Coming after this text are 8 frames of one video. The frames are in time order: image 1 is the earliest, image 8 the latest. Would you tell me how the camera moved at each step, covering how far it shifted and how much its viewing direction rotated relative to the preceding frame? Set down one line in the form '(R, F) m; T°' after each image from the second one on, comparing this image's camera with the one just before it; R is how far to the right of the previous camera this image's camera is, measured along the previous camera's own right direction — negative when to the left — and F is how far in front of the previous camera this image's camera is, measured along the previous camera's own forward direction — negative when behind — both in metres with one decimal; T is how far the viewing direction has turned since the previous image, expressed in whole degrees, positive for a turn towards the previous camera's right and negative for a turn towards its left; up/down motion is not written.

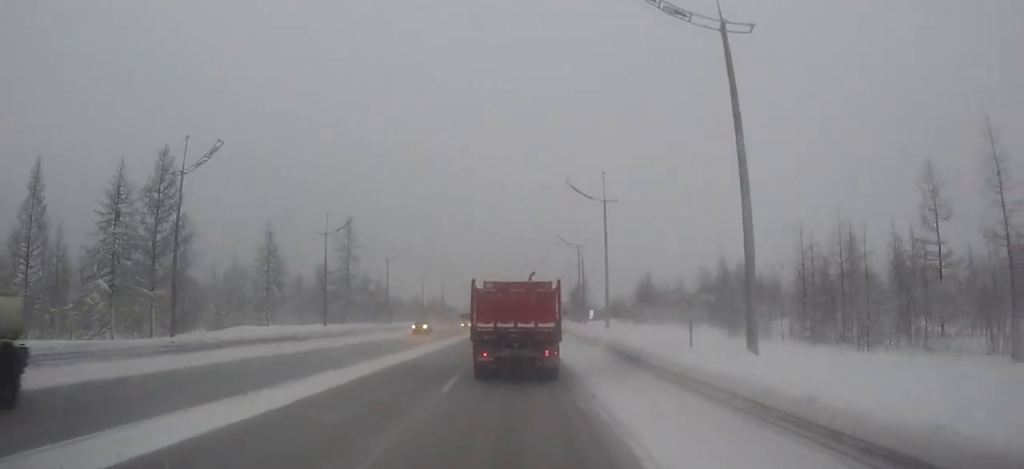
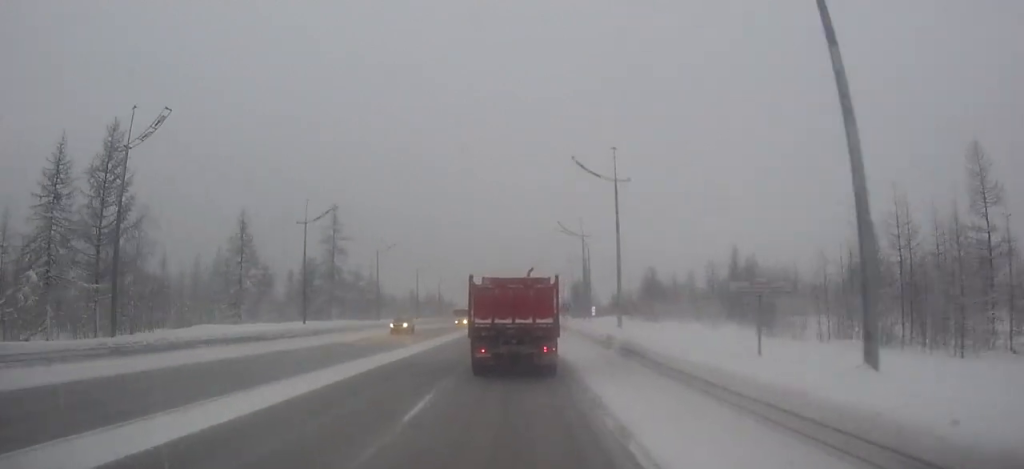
(0.0, +5.3) m; 0°
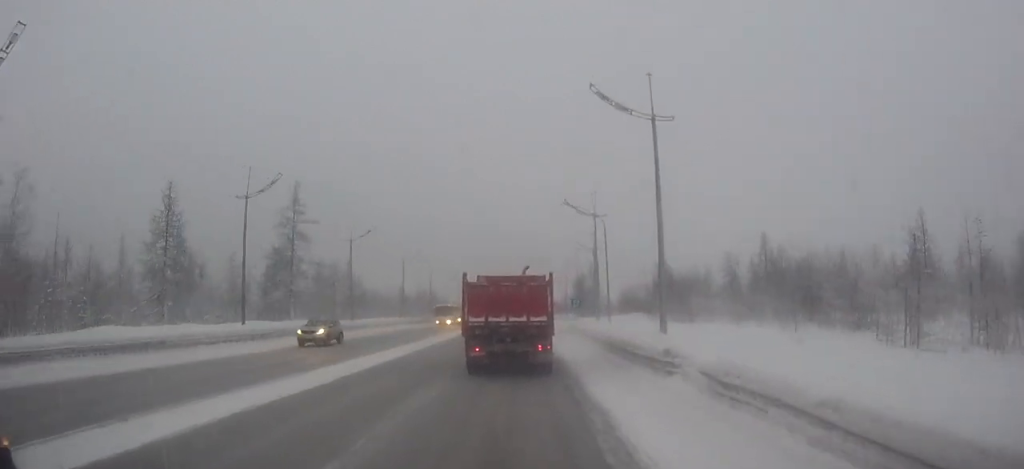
(0.0, +10.9) m; 0°
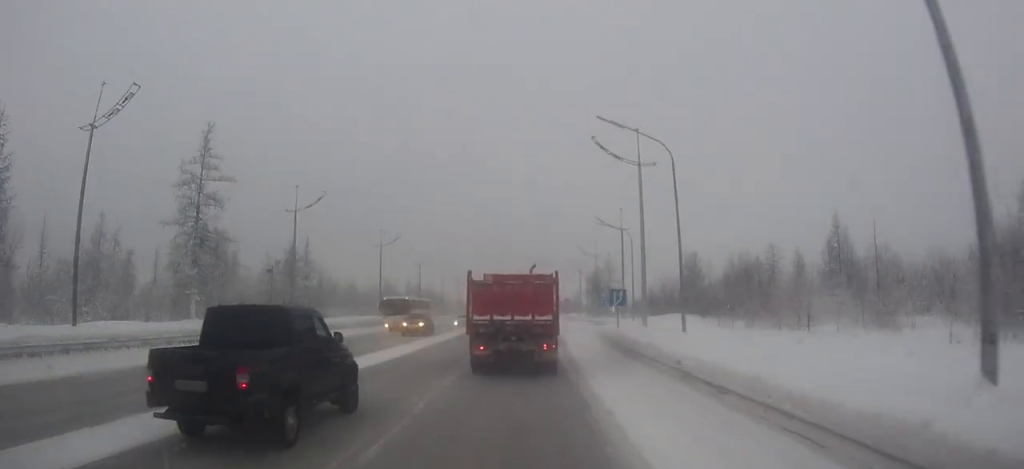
(-0.1, +17.0) m; 0°
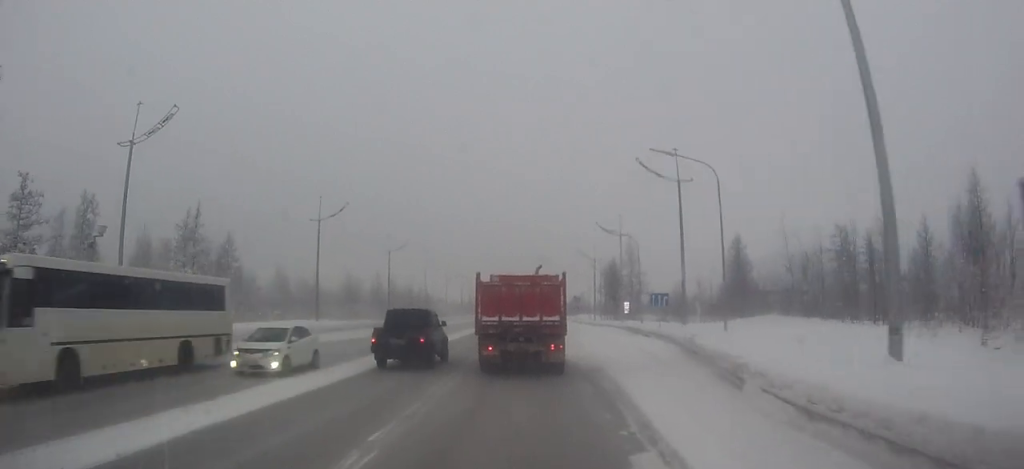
(0.0, +21.6) m; 0°
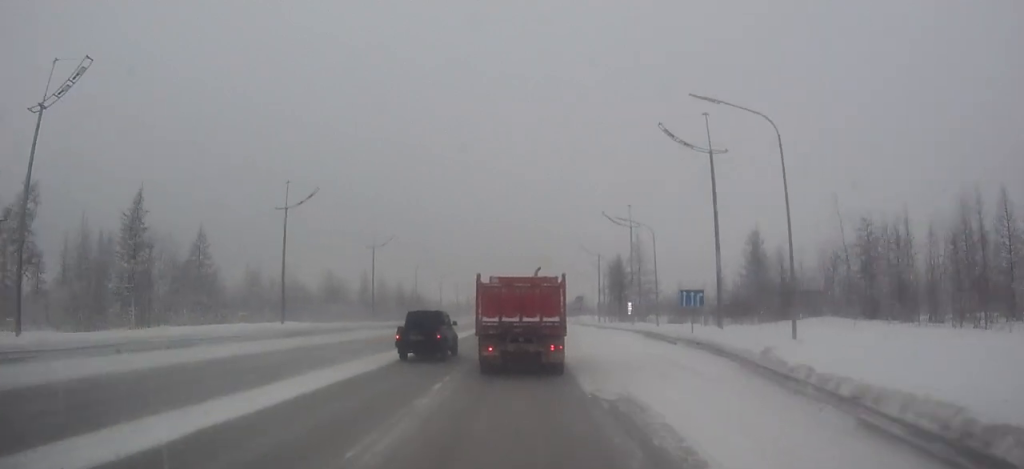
(0.0, +6.9) m; 0°
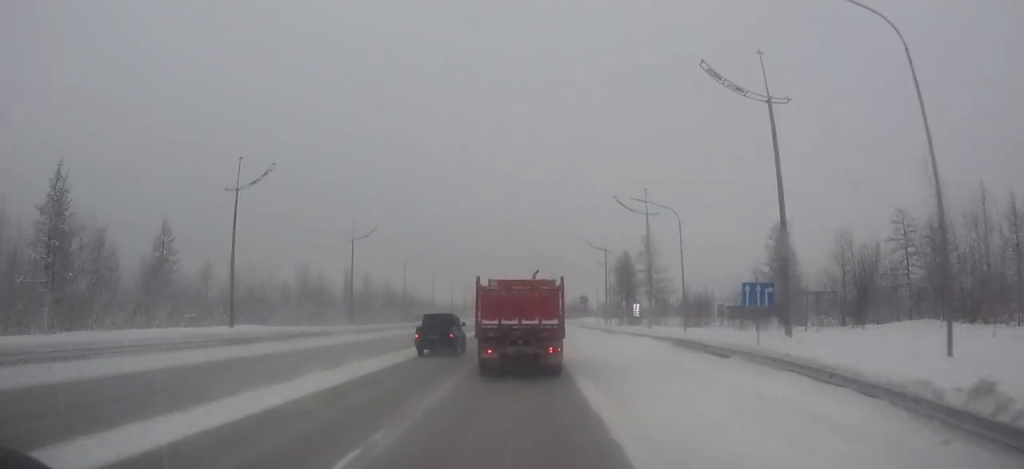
(0.0, +7.8) m; 0°
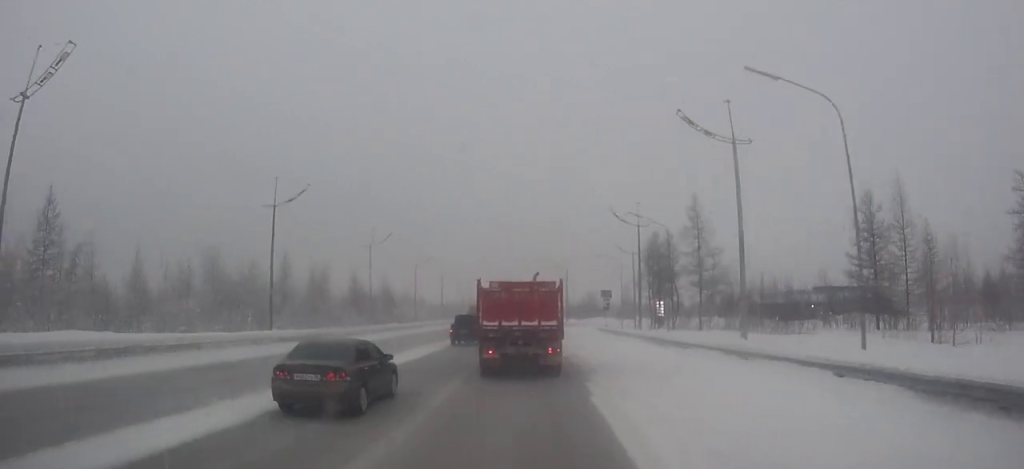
(-0.1, +19.6) m; 0°
